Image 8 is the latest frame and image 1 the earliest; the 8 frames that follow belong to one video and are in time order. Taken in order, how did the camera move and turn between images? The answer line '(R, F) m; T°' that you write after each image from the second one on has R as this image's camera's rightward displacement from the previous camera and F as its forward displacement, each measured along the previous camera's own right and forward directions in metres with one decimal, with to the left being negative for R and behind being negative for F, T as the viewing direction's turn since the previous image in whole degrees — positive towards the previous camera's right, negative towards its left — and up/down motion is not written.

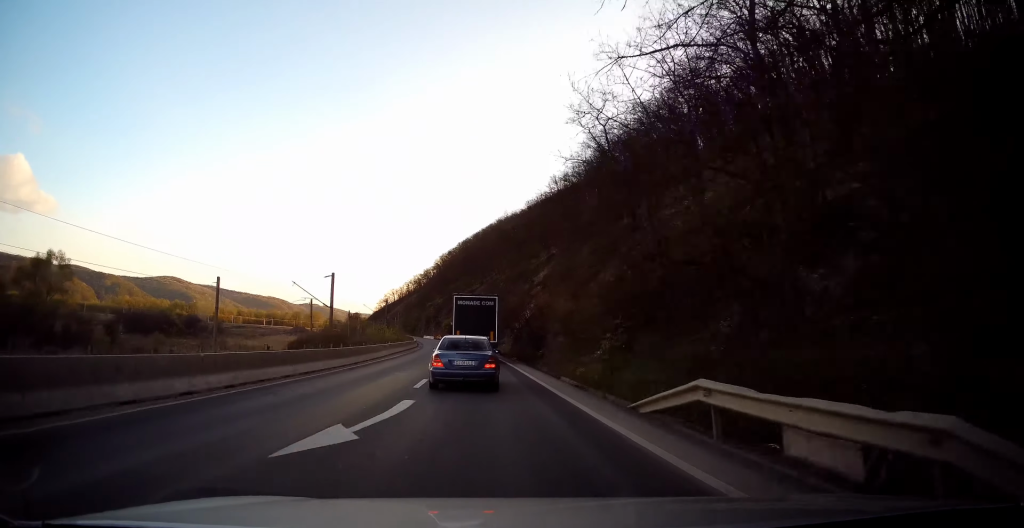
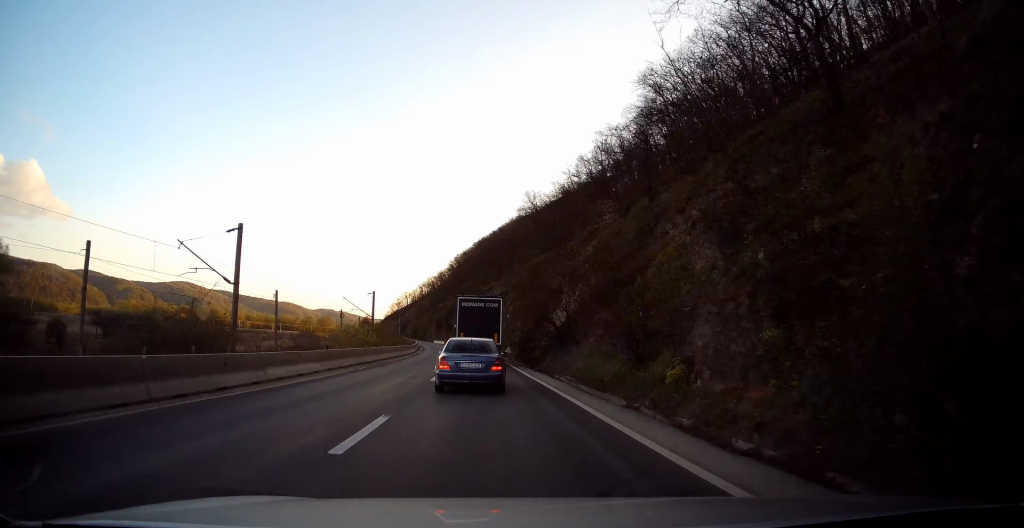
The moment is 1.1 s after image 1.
(-0.2, +20.4) m; -2°
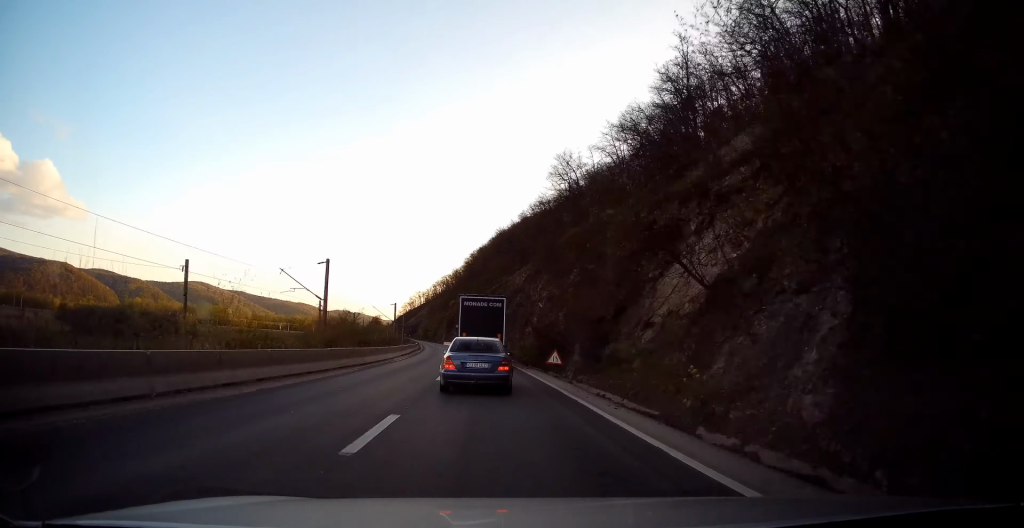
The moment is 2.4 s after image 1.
(-0.7, +23.6) m; -3°
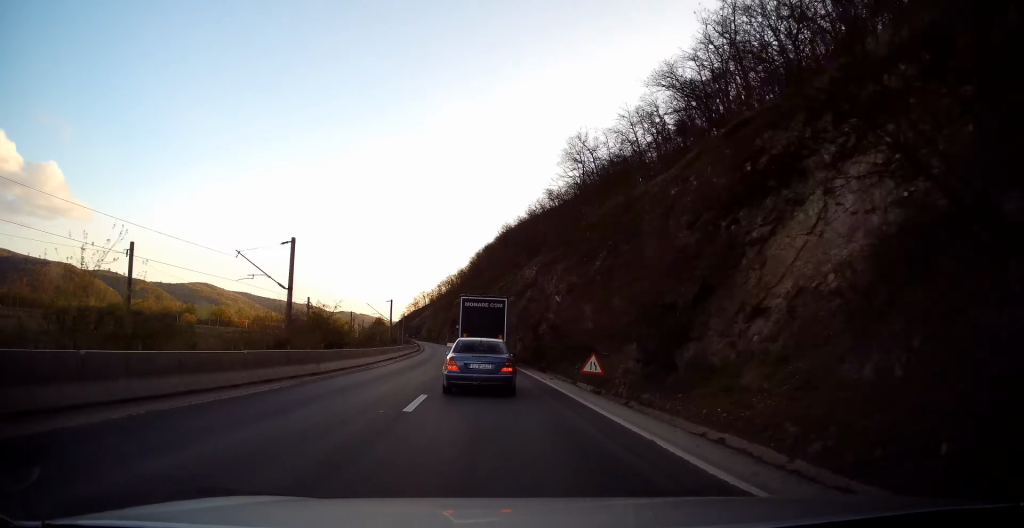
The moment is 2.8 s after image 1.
(-0.2, +8.1) m; -1°
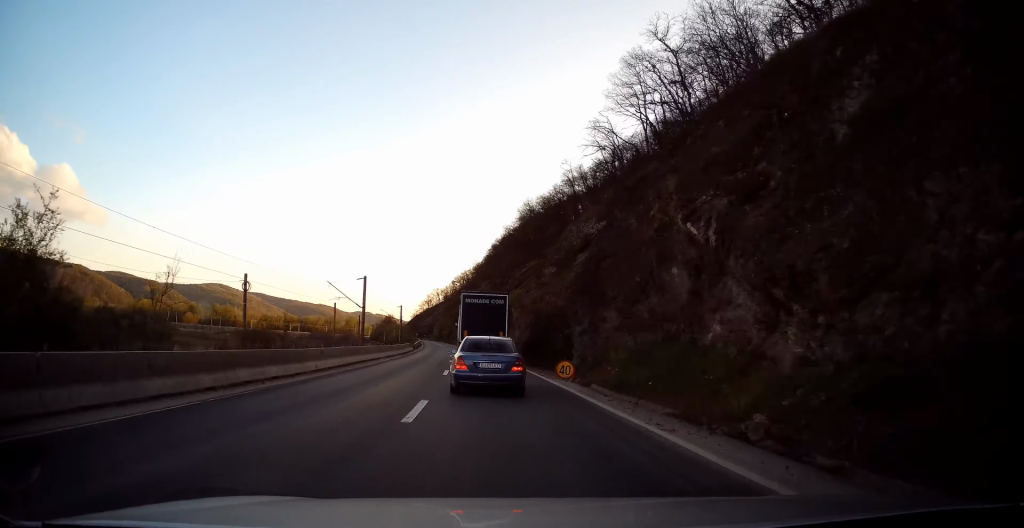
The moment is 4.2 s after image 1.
(0.0, +25.2) m; -1°
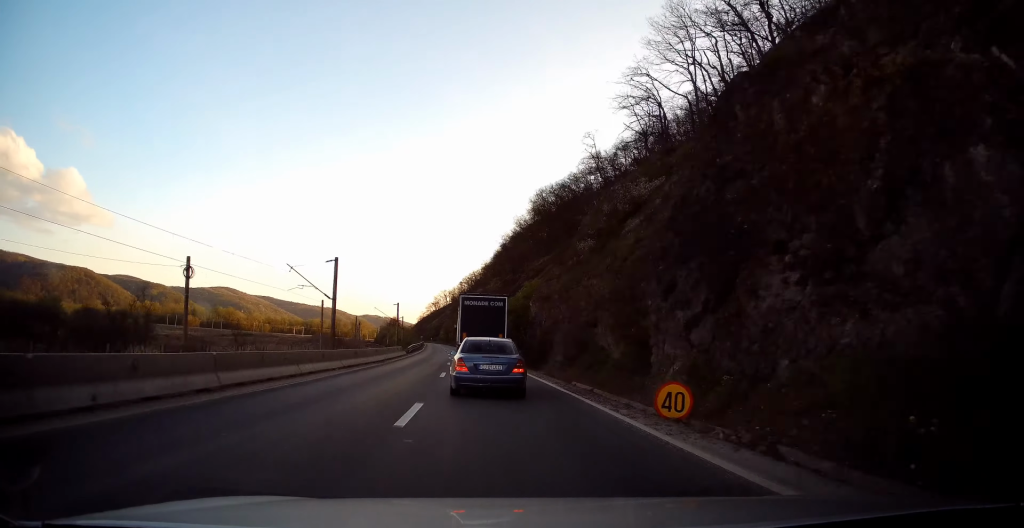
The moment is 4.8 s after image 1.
(-0.3, +12.3) m; -1°
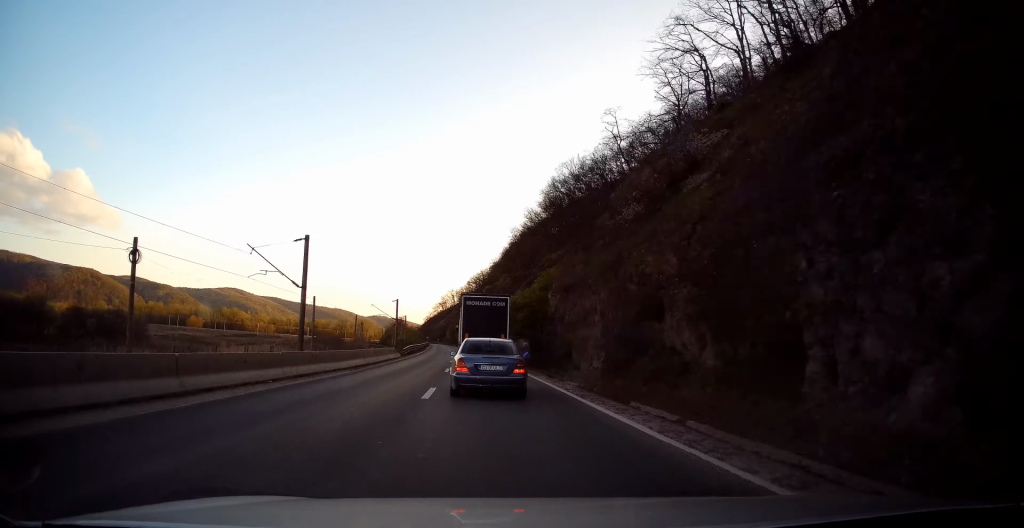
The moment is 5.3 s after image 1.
(0.0, +8.0) m; -1°
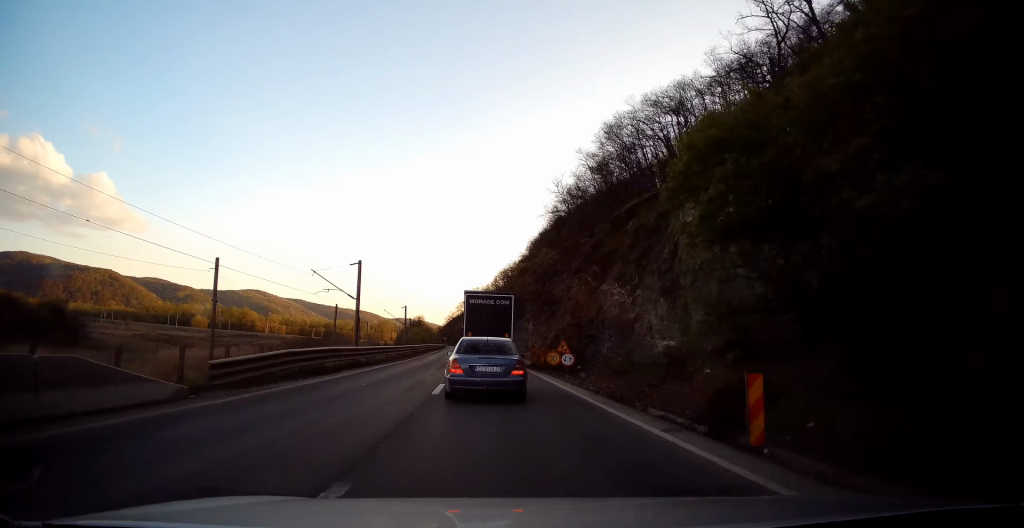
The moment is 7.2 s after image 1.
(-1.3, +34.8) m; -4°
